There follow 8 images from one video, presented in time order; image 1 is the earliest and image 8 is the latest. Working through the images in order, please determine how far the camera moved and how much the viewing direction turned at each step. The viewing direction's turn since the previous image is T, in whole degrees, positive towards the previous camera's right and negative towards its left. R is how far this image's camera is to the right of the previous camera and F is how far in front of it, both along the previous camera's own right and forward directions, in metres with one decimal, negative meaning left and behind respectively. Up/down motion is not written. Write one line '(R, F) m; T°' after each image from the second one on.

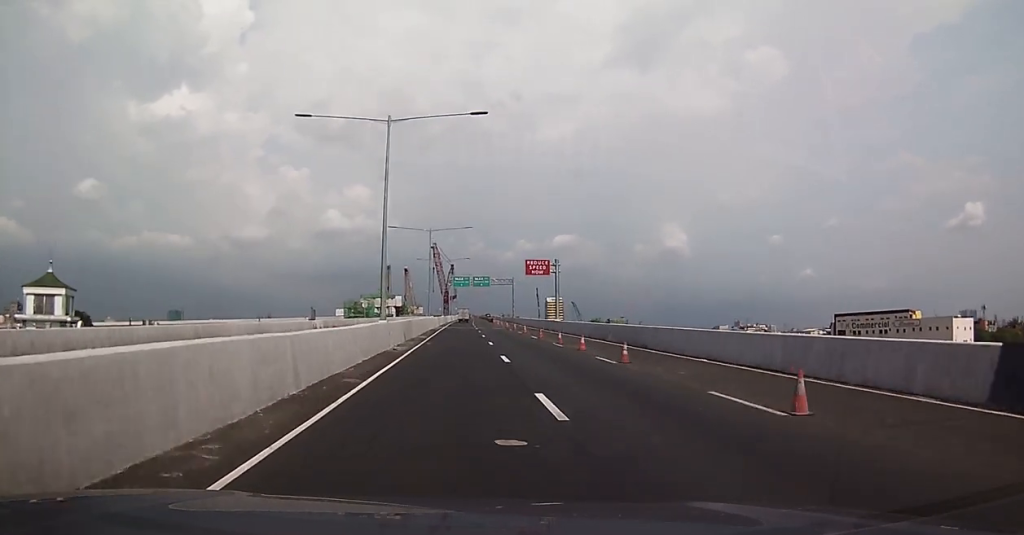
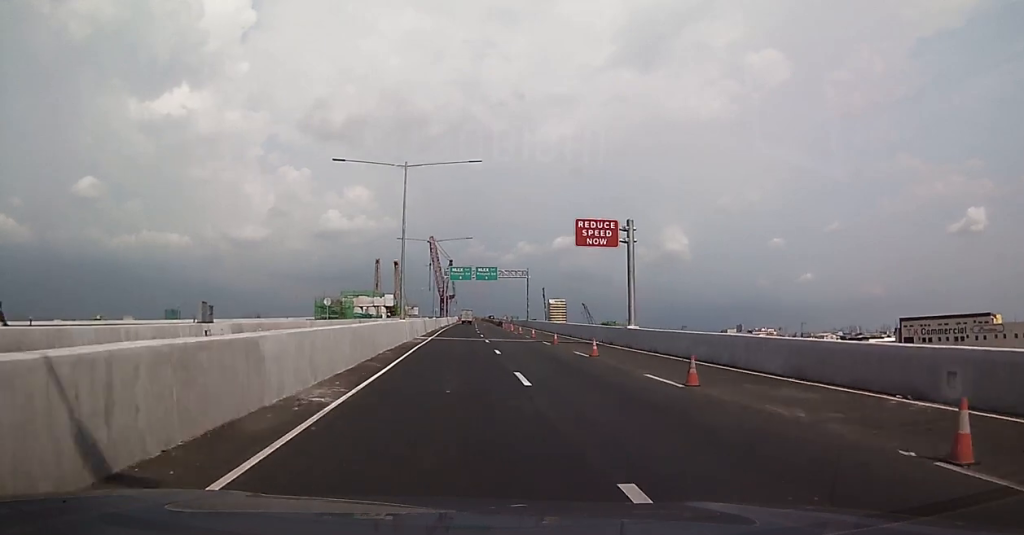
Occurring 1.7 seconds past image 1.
(+0.1, +31.1) m; -1°
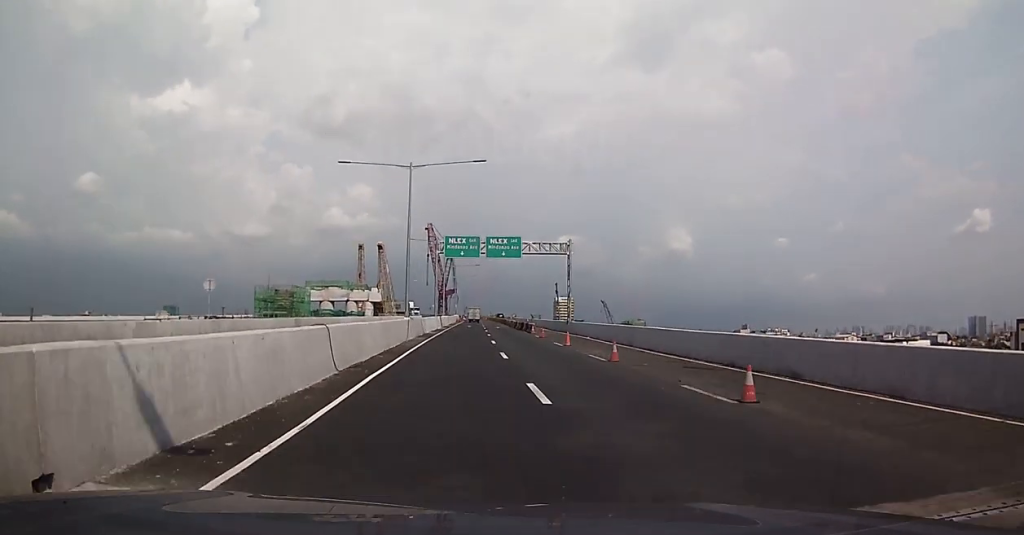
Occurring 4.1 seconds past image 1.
(+0.6, +40.2) m; +1°
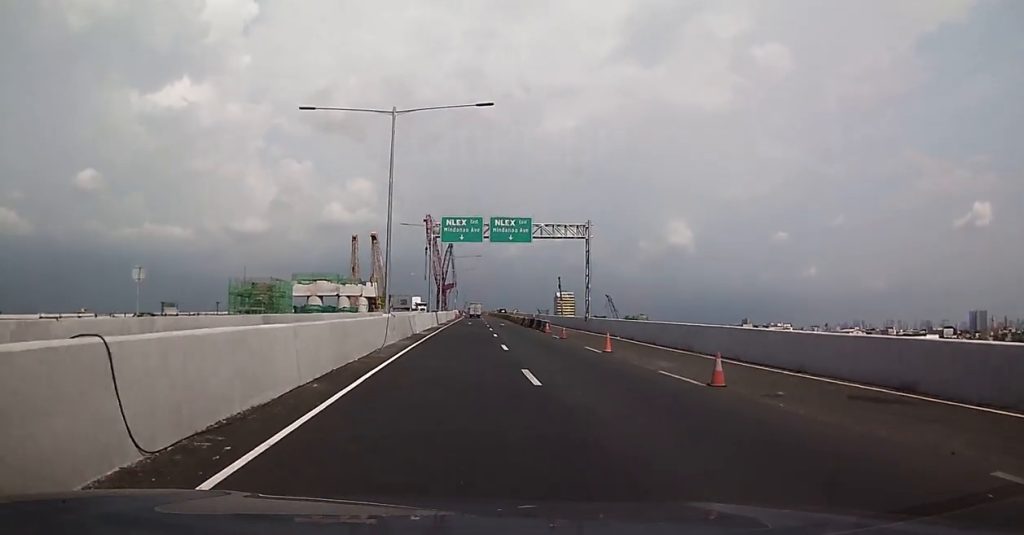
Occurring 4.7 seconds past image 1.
(-0.1, +10.4) m; -1°
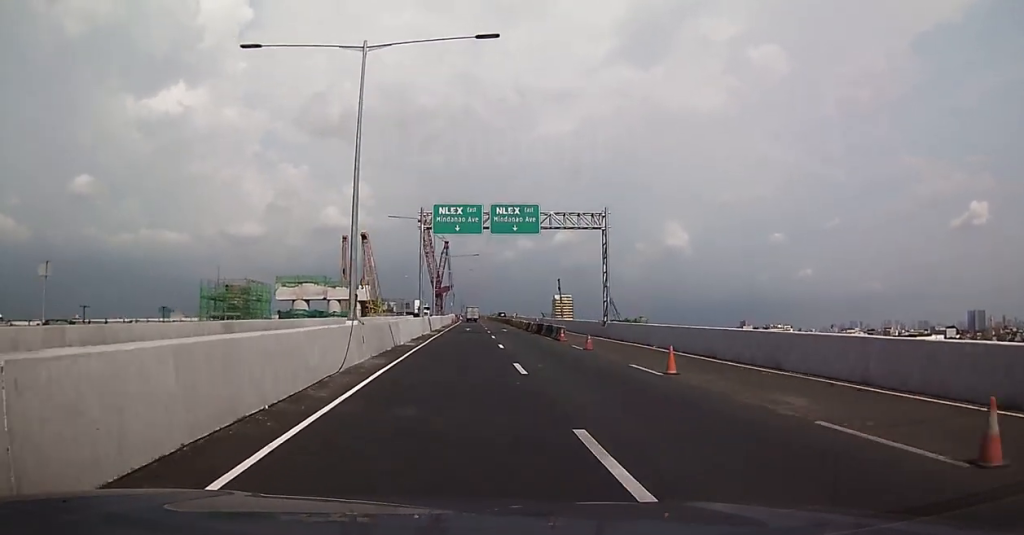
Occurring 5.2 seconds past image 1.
(-0.3, +8.6) m; 0°
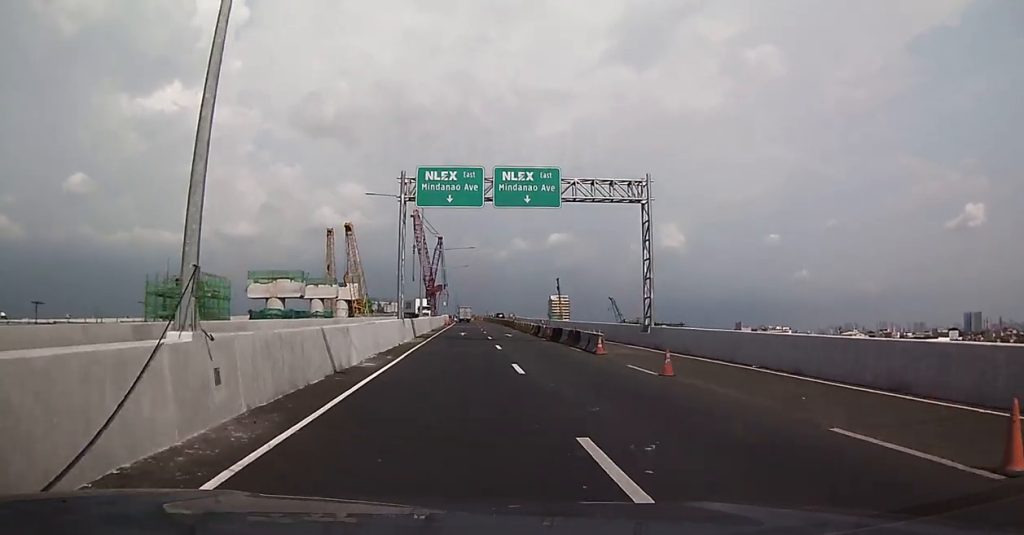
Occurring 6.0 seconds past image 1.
(+0.2, +12.4) m; +1°
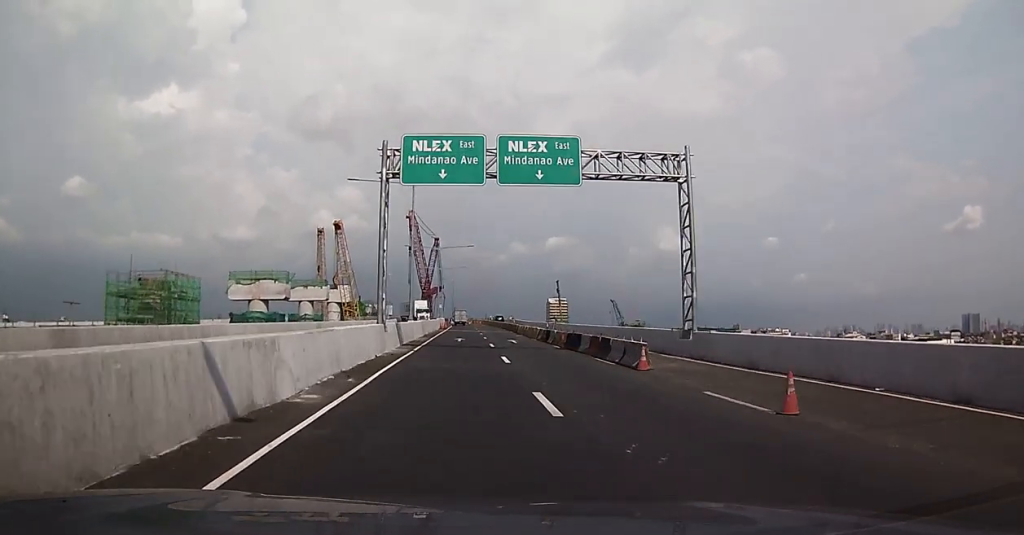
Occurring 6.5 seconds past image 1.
(+0.1, +7.1) m; +1°
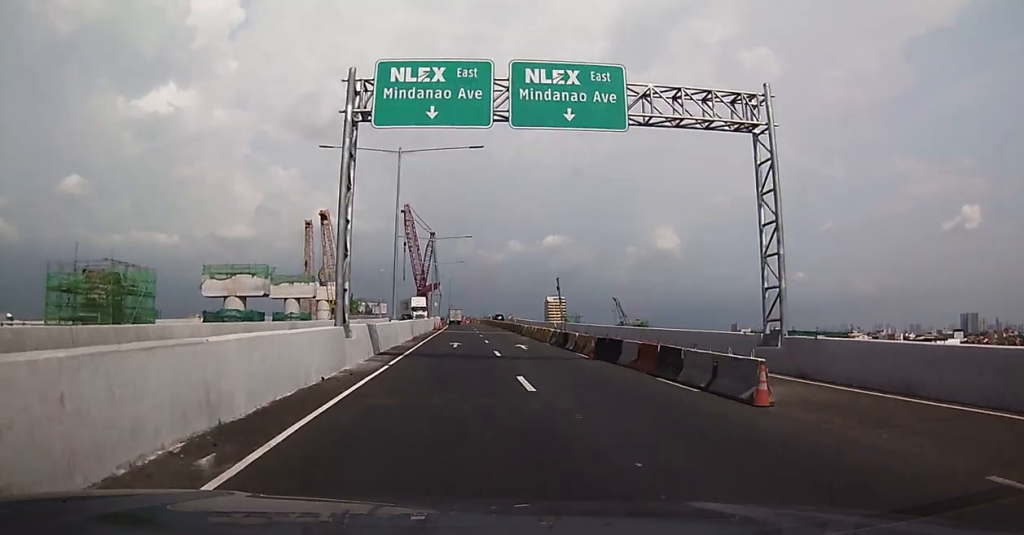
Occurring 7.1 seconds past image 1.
(0.0, +8.5) m; -1°
